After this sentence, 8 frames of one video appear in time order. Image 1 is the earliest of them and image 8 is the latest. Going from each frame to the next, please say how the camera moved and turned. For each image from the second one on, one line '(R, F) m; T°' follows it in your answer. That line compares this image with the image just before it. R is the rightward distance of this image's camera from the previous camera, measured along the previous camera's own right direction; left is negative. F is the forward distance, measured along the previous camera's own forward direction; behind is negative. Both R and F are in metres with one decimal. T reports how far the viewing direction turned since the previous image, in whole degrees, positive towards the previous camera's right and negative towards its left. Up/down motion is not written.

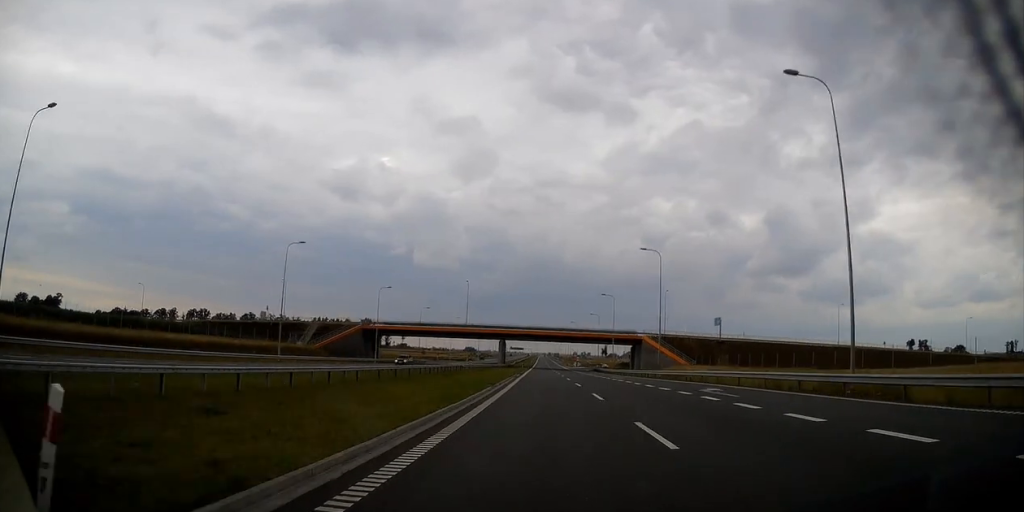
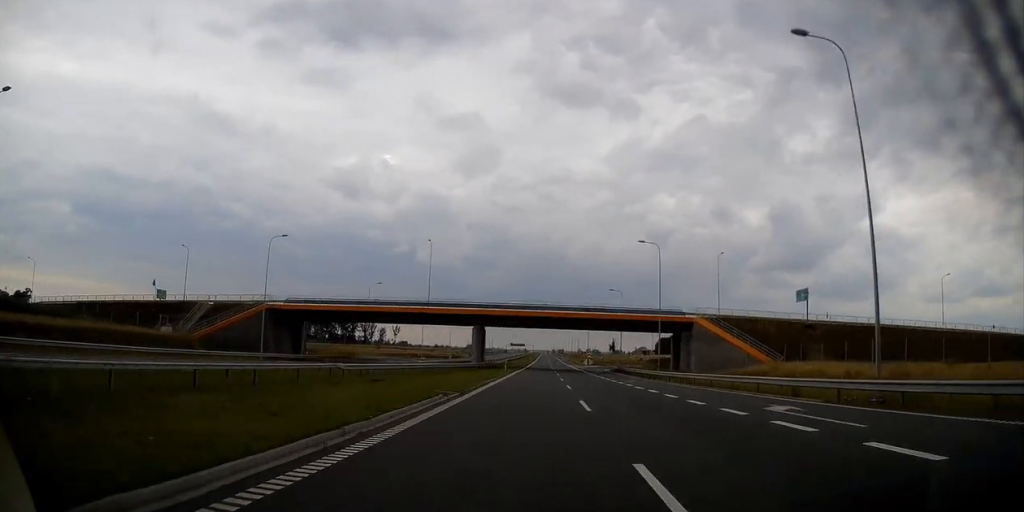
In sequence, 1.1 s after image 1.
(-0.2, +41.2) m; 0°
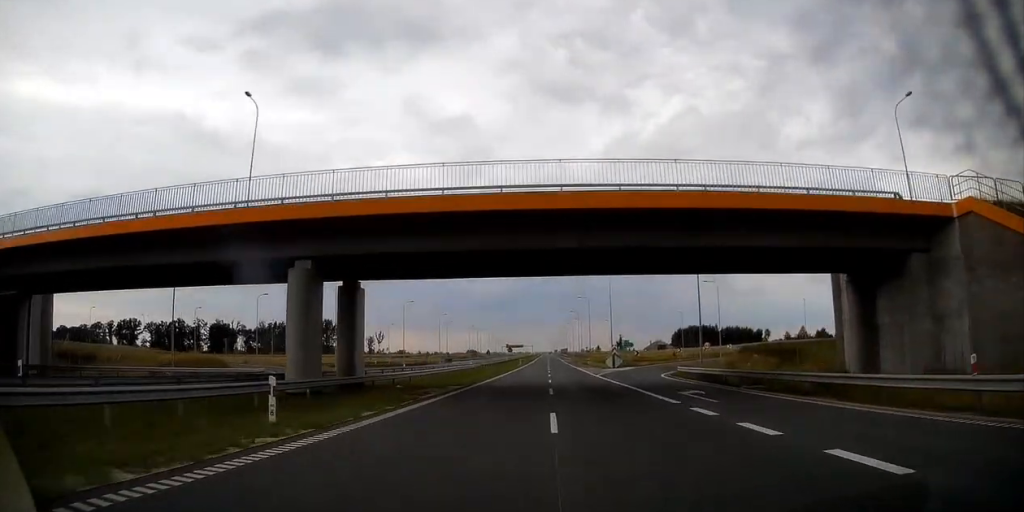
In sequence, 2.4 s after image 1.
(-0.1, +52.8) m; 0°
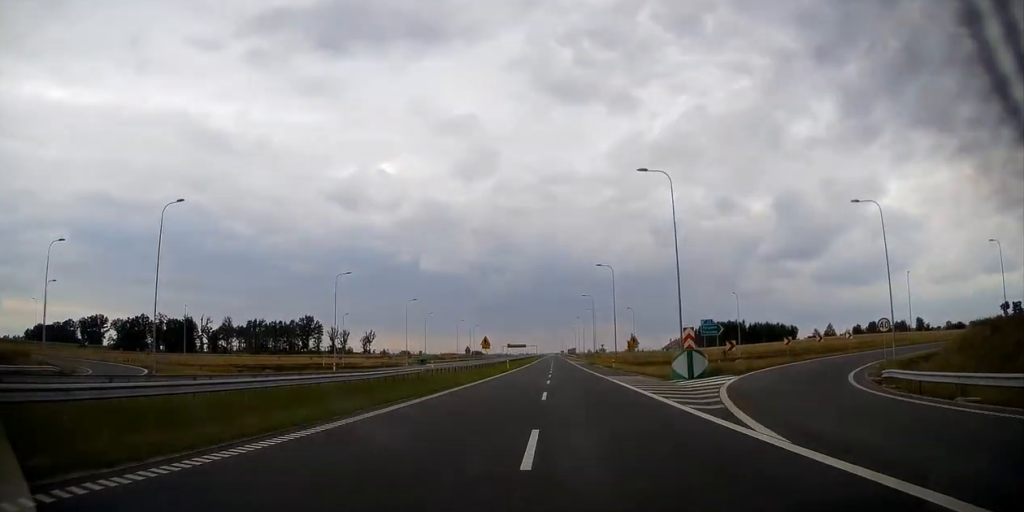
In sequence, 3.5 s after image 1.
(-0.3, +39.8) m; 0°
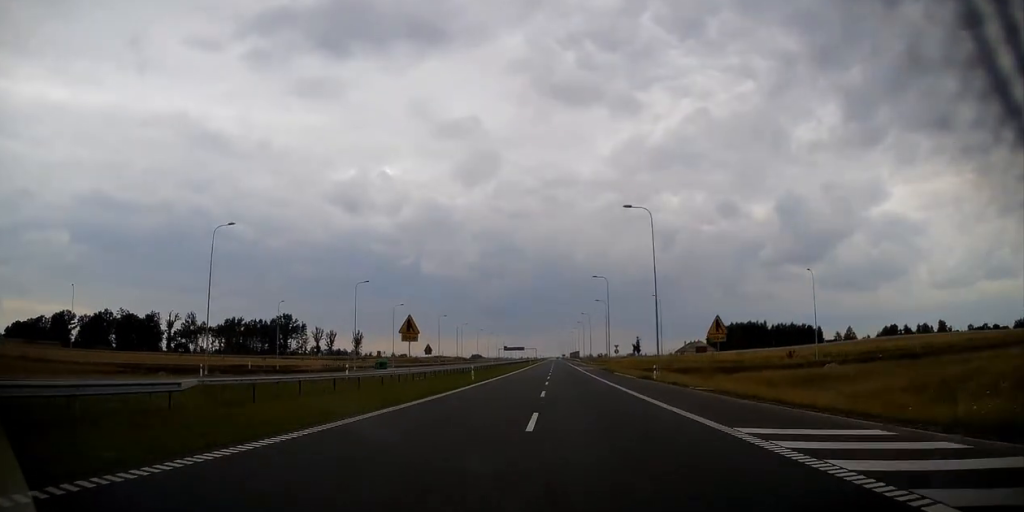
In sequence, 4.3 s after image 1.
(-0.1, +30.6) m; 0°
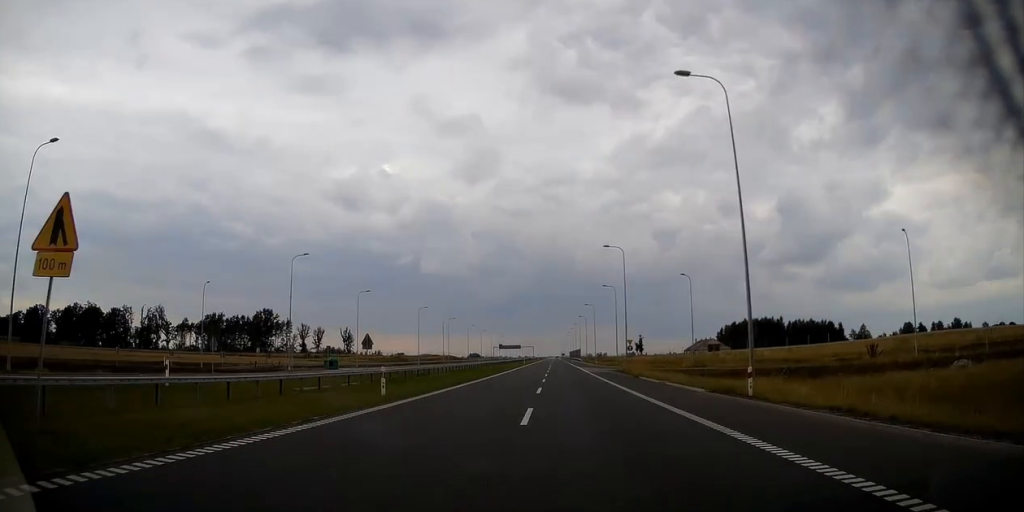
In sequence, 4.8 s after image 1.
(0.0, +21.7) m; 0°
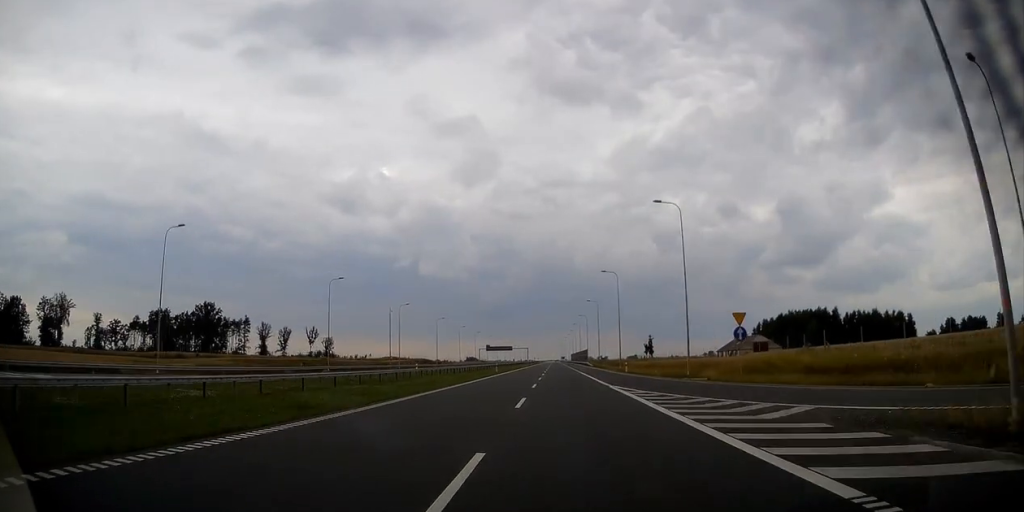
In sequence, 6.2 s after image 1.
(0.0, +53.1) m; 0°
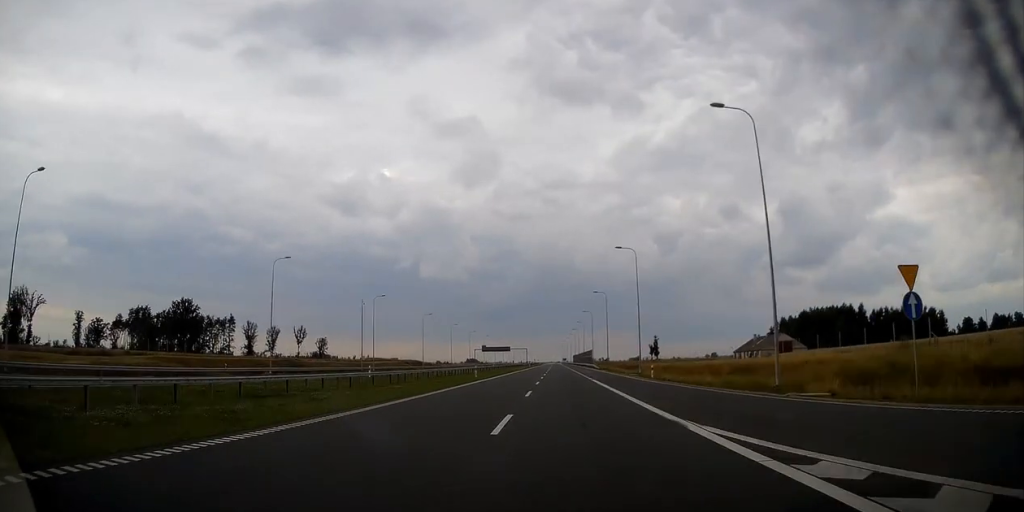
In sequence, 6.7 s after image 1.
(0.0, +17.6) m; 0°
